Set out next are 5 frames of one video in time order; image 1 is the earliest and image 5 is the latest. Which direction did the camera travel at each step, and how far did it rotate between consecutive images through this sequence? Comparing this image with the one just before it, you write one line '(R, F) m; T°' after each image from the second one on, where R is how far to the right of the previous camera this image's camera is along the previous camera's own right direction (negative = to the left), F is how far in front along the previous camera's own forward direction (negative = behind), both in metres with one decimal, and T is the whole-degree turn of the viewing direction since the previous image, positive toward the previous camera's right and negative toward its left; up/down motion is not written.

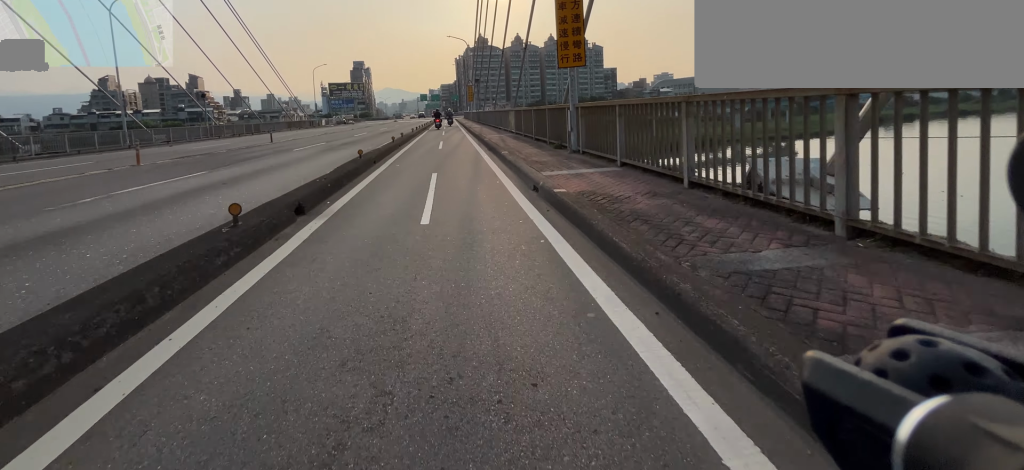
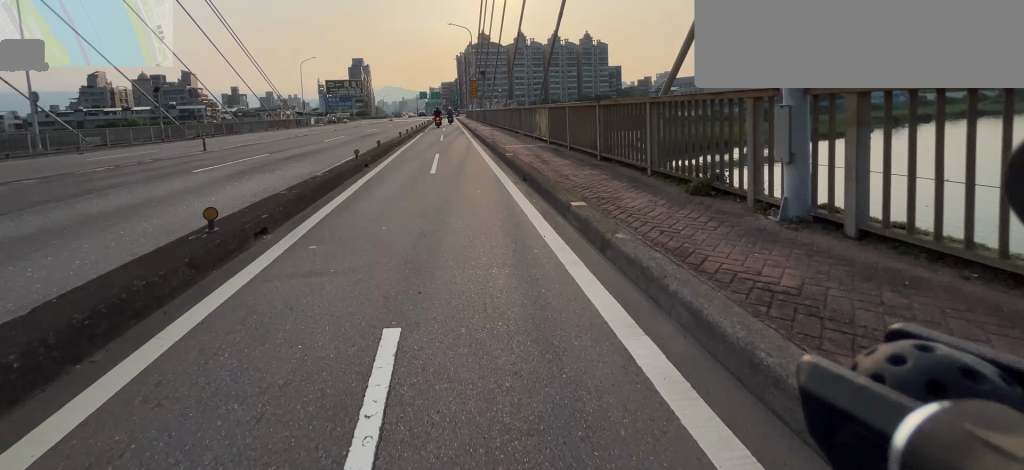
(+0.1, +6.6) m; 0°
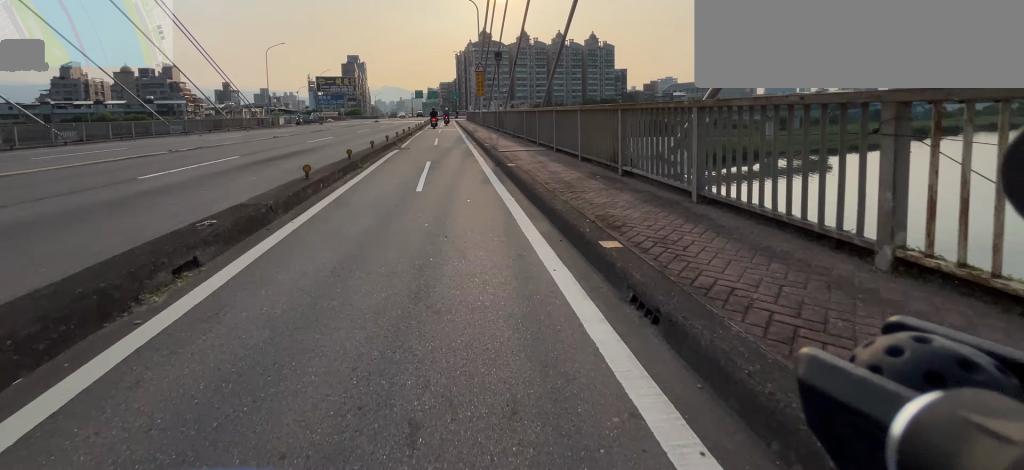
(+0.1, +11.4) m; +1°
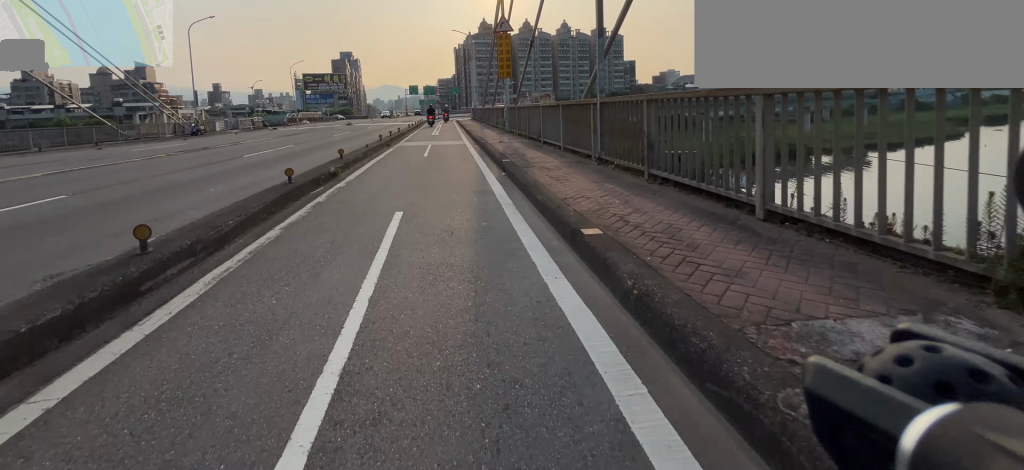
(0.0, +14.9) m; 0°
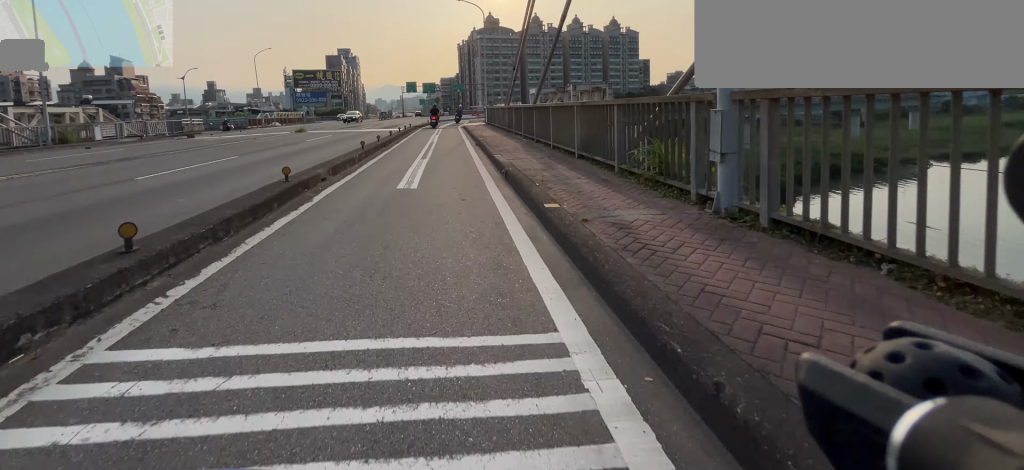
(0.0, +14.4) m; -1°
